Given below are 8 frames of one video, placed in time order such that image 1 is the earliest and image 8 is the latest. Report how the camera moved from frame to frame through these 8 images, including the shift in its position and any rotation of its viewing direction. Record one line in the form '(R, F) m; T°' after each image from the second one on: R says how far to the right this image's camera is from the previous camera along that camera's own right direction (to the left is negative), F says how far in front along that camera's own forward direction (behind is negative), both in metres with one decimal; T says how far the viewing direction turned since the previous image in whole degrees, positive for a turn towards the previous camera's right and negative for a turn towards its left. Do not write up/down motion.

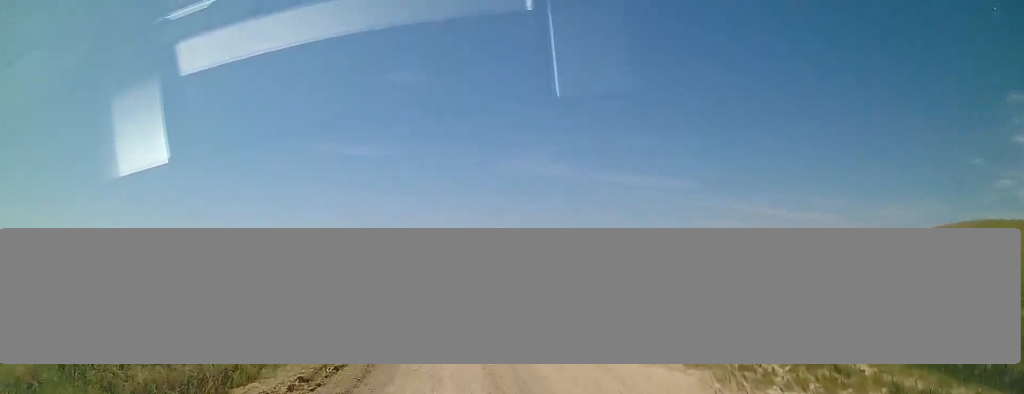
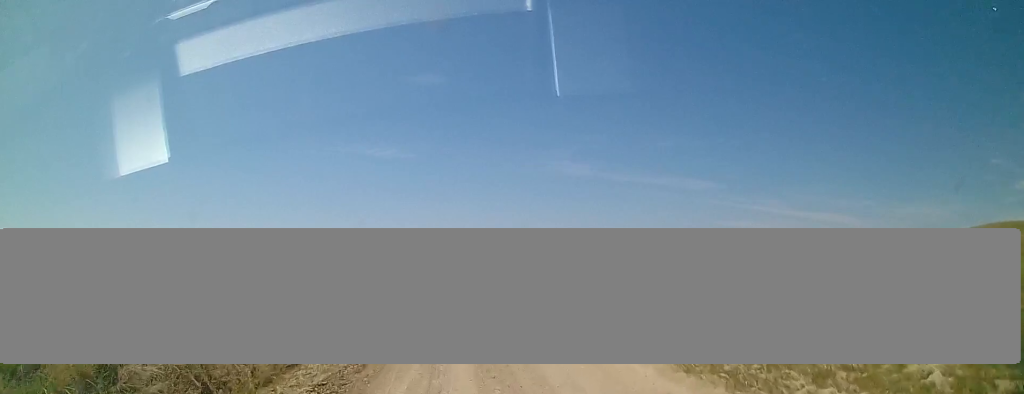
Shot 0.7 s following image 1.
(-0.3, +6.7) m; -2°
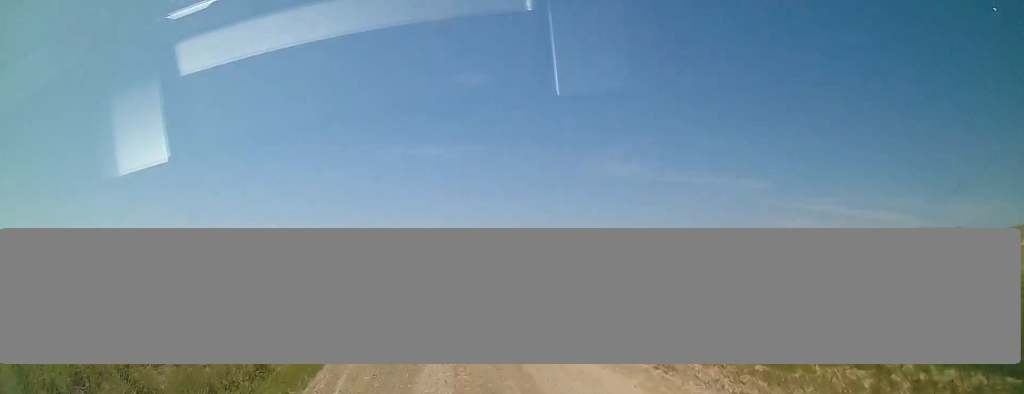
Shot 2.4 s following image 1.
(-0.8, +16.6) m; -6°
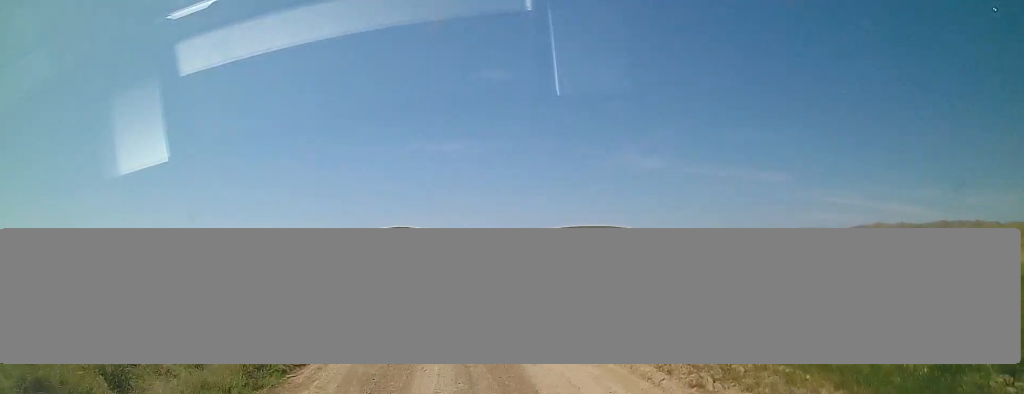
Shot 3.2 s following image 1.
(-0.2, +7.7) m; -3°
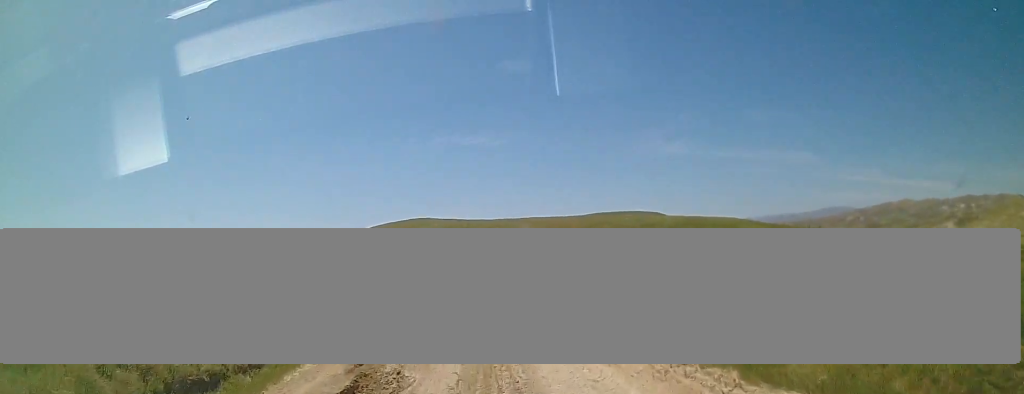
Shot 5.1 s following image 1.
(-1.1, +16.9) m; -6°
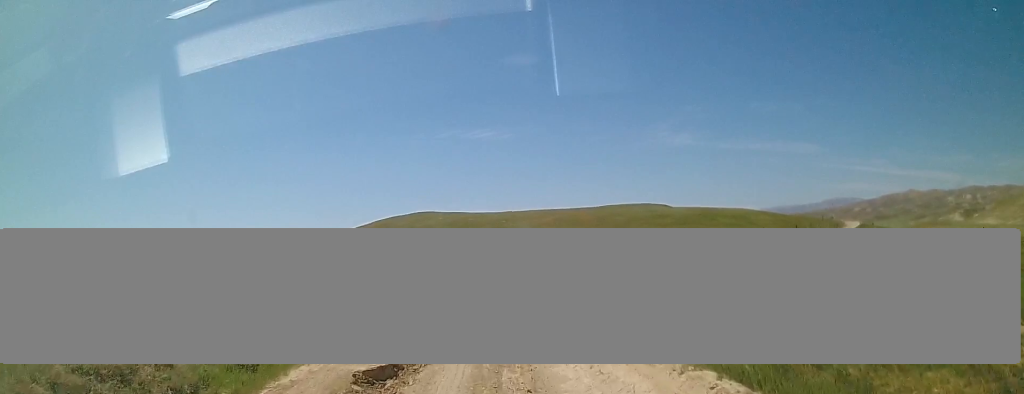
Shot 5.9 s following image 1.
(-0.1, +5.7) m; +2°
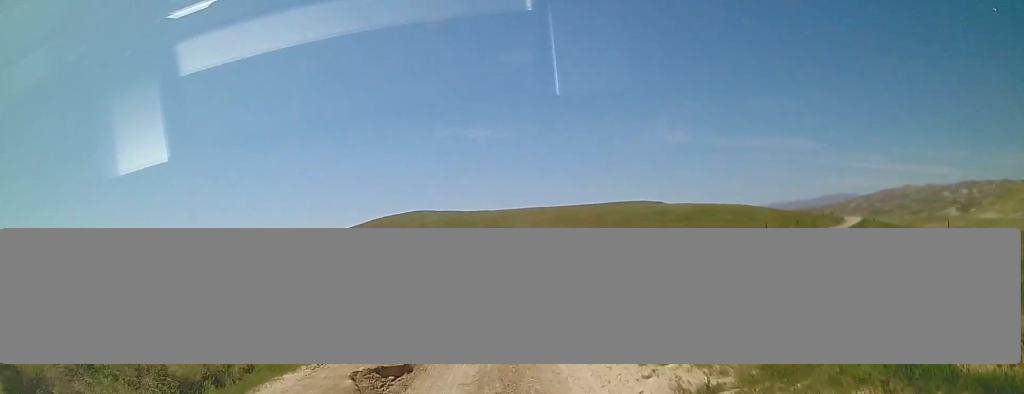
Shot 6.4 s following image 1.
(+0.3, +3.3) m; 0°
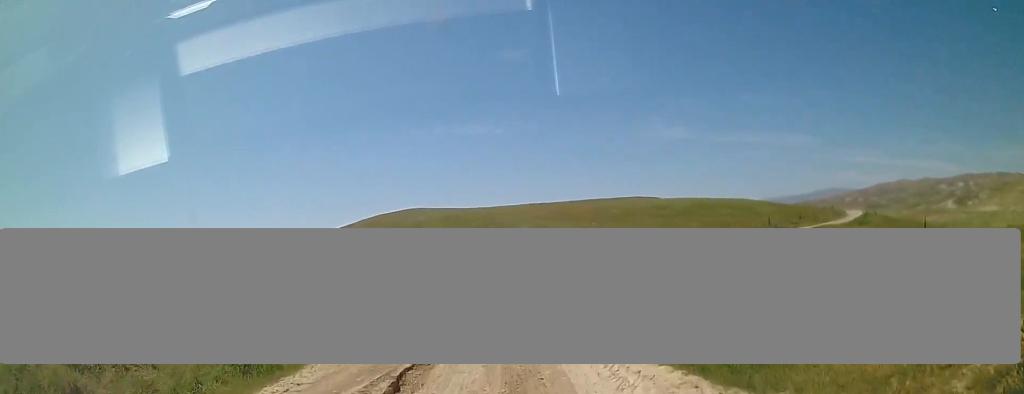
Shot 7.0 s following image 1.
(+0.1, +3.5) m; 0°
